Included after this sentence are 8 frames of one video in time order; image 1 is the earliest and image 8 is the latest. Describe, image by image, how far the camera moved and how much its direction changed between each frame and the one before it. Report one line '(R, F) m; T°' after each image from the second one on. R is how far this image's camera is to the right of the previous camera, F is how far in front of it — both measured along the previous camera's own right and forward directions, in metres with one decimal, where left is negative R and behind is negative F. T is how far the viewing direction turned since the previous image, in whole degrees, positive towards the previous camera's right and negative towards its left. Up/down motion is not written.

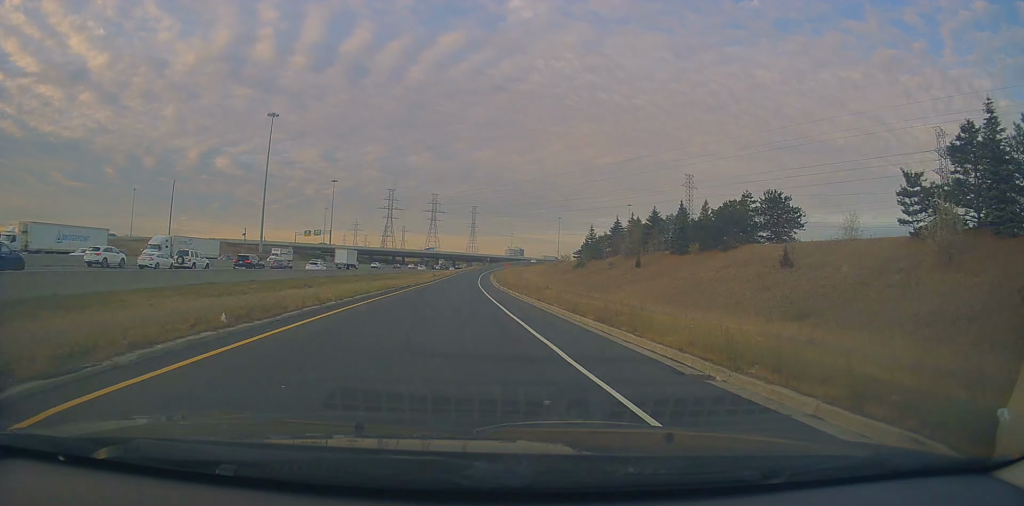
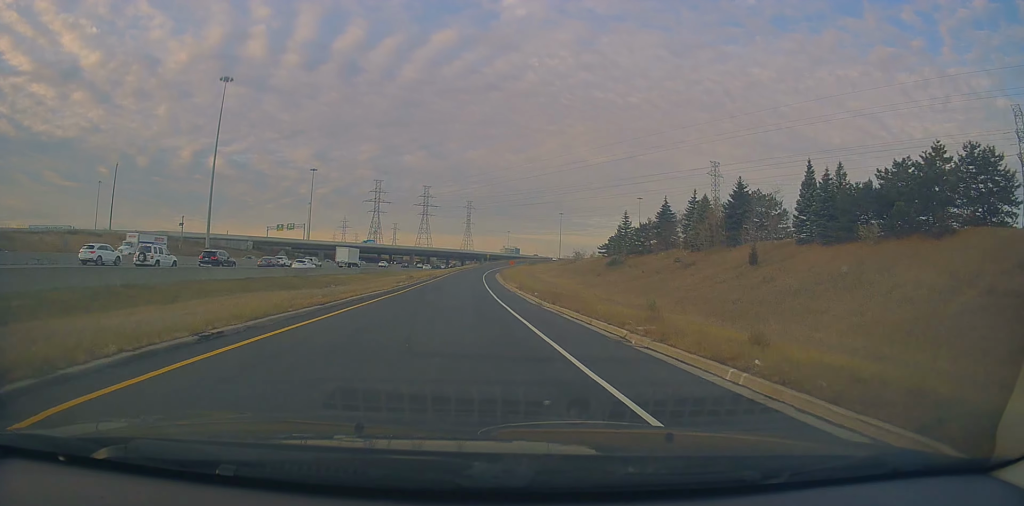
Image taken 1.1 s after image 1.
(-0.2, +33.4) m; +1°
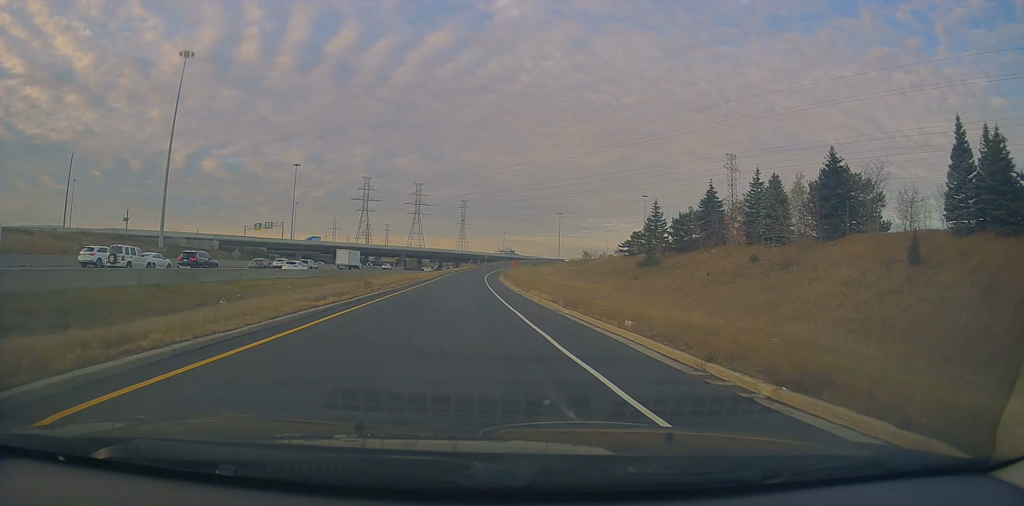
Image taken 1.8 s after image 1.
(+0.4, +20.1) m; +1°
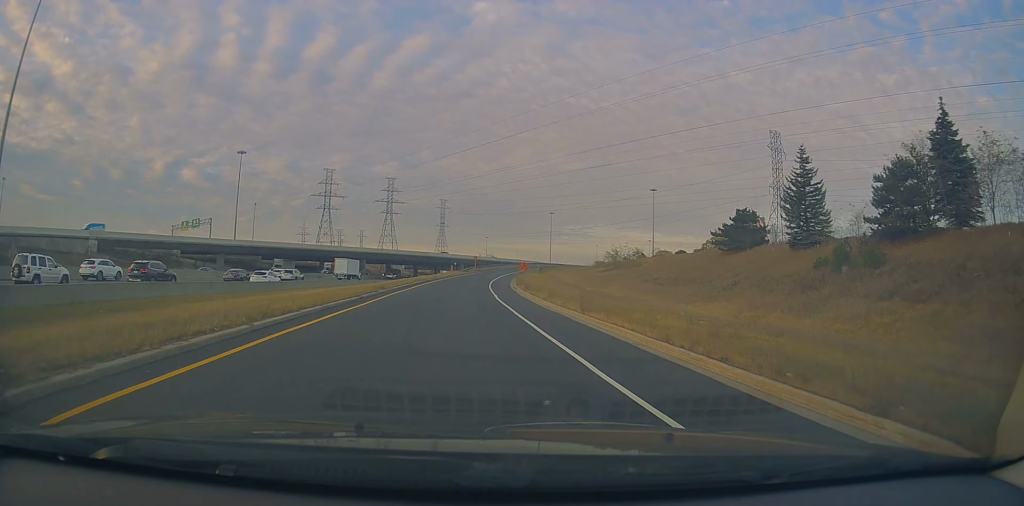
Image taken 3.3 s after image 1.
(+0.4, +46.1) m; +2°
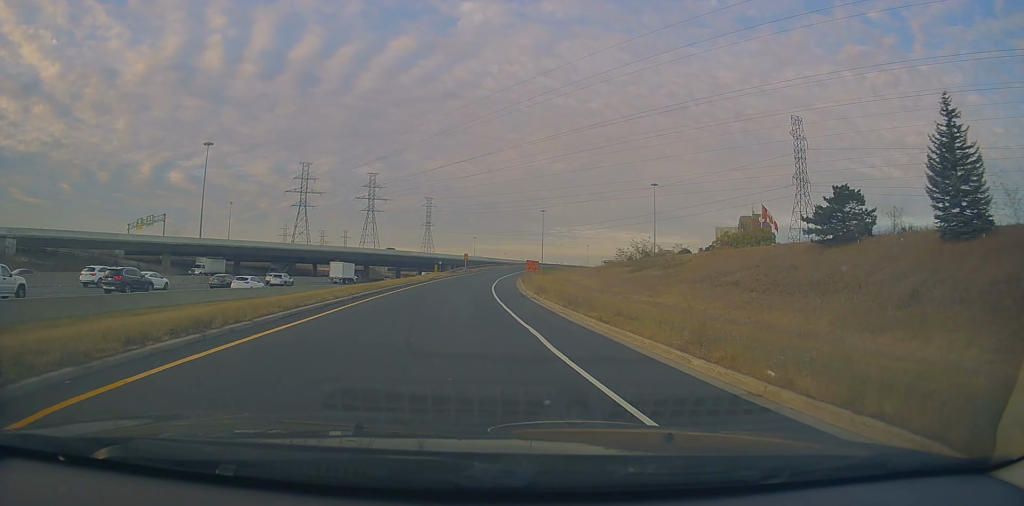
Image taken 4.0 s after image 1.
(0.0, +19.8) m; +2°
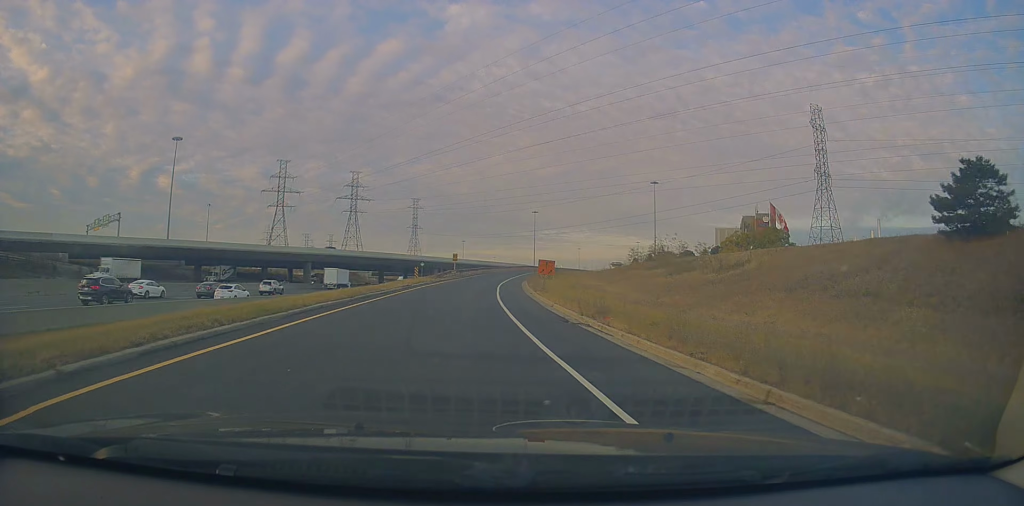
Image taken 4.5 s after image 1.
(+0.6, +15.5) m; +1°
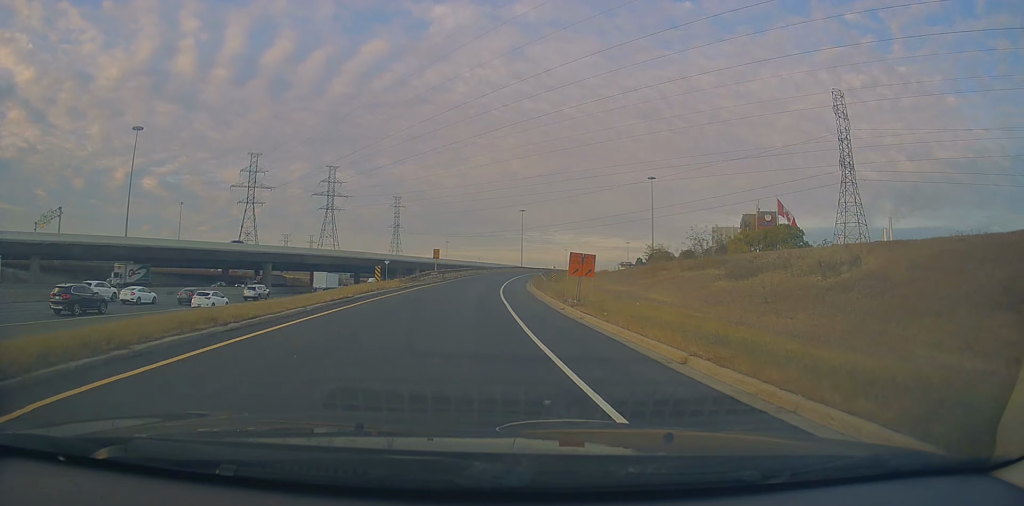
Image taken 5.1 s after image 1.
(+0.3, +16.5) m; +2°
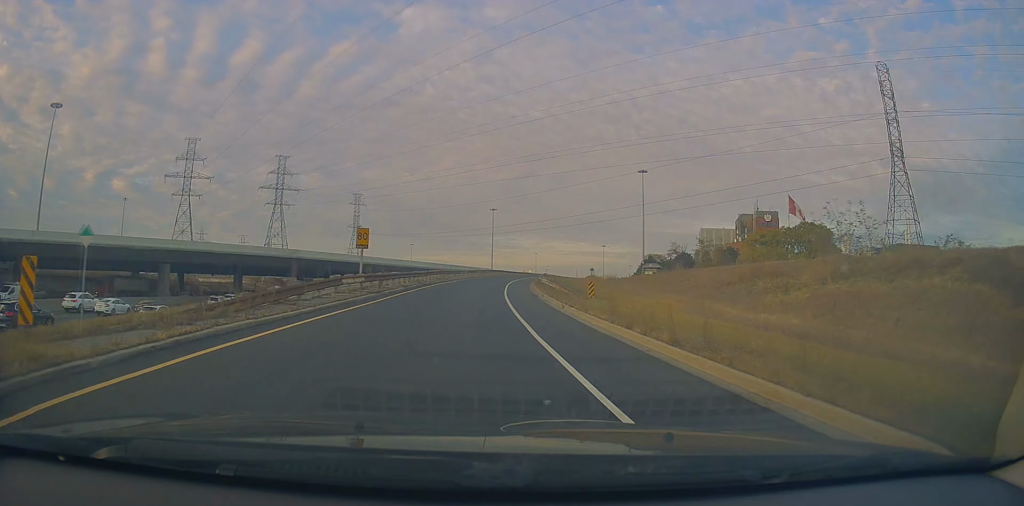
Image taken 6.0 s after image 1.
(+0.2, +27.8) m; +5°
